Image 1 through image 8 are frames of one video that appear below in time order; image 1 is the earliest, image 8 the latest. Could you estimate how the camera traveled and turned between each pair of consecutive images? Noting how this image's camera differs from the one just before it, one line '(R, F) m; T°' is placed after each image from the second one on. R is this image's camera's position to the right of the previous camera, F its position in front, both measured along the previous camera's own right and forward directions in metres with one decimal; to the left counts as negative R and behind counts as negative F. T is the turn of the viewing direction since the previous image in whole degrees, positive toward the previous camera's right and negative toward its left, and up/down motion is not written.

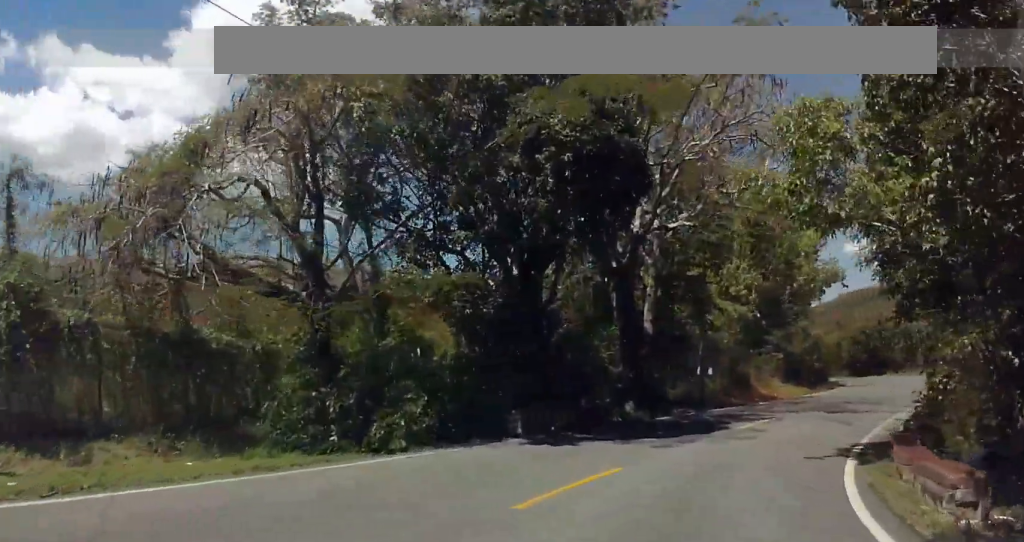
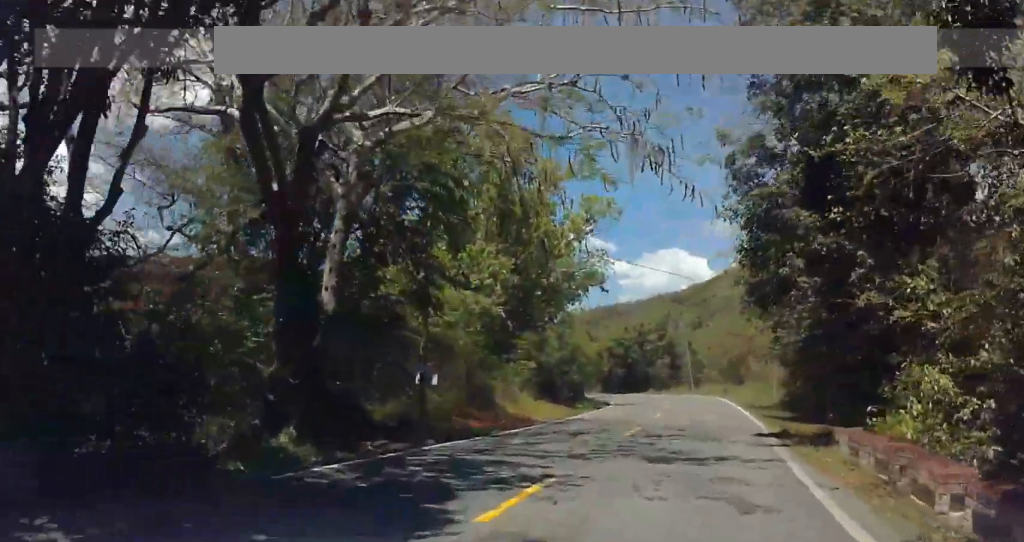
(+1.5, +11.7) m; +18°
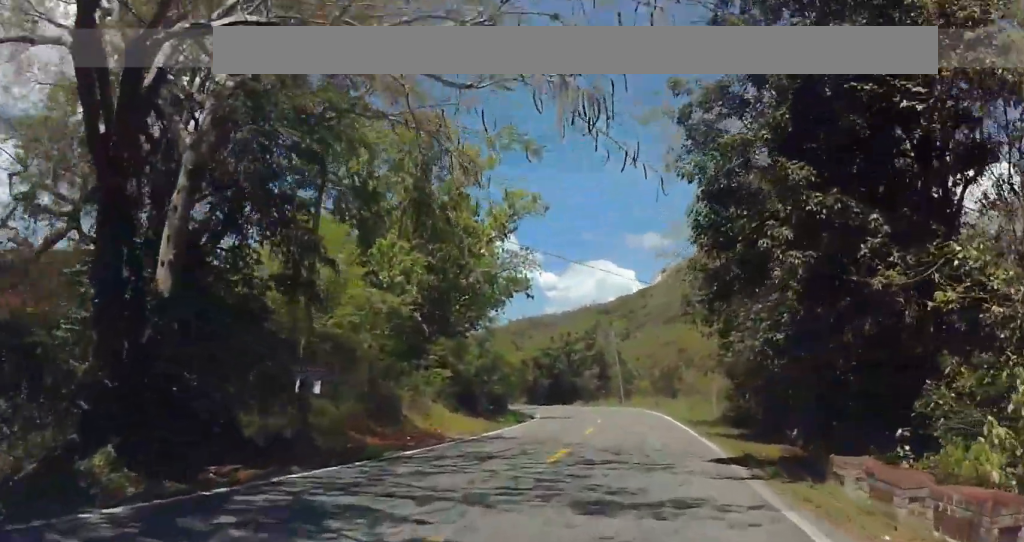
(+0.7, +4.2) m; +4°
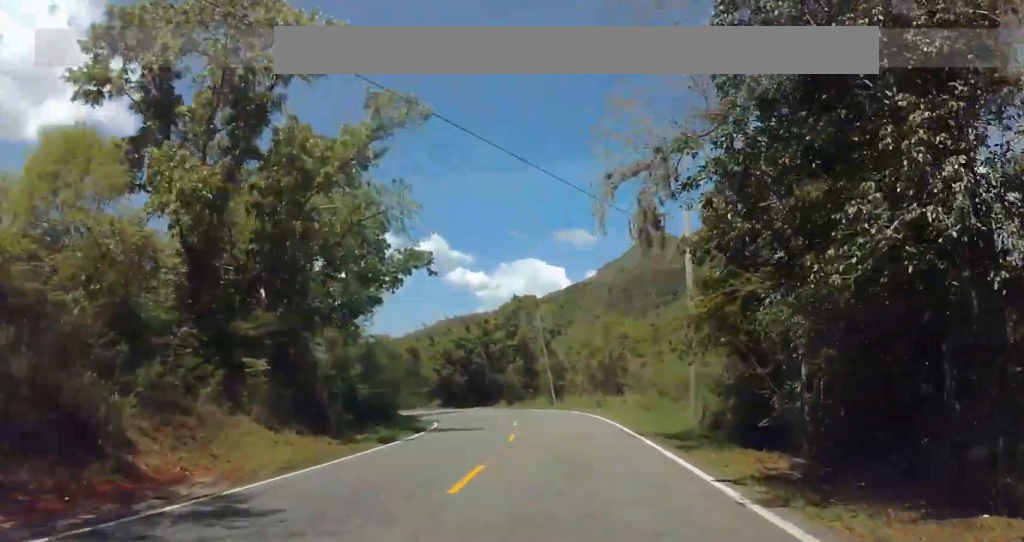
(+1.8, +15.8) m; +8°
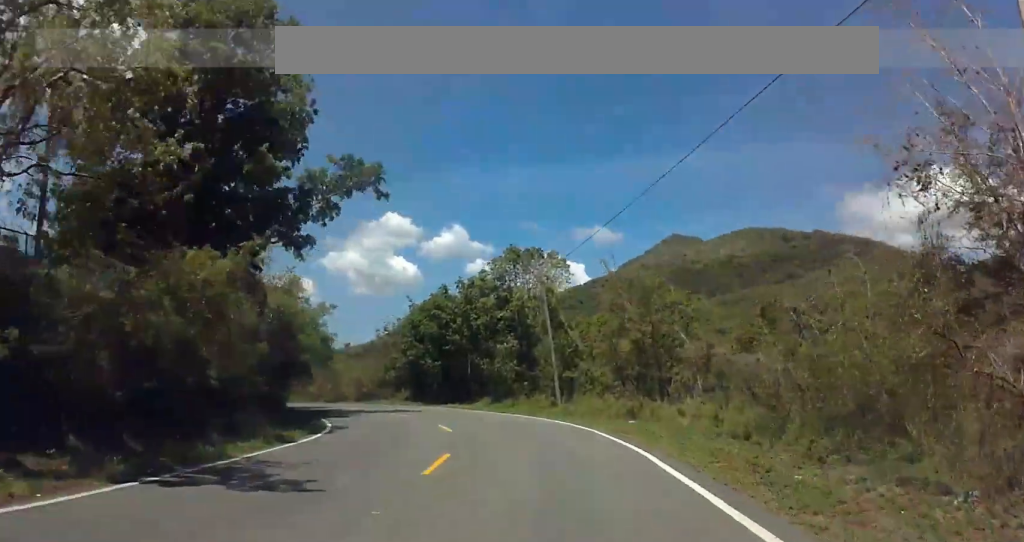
(-0.5, +22.1) m; -4°
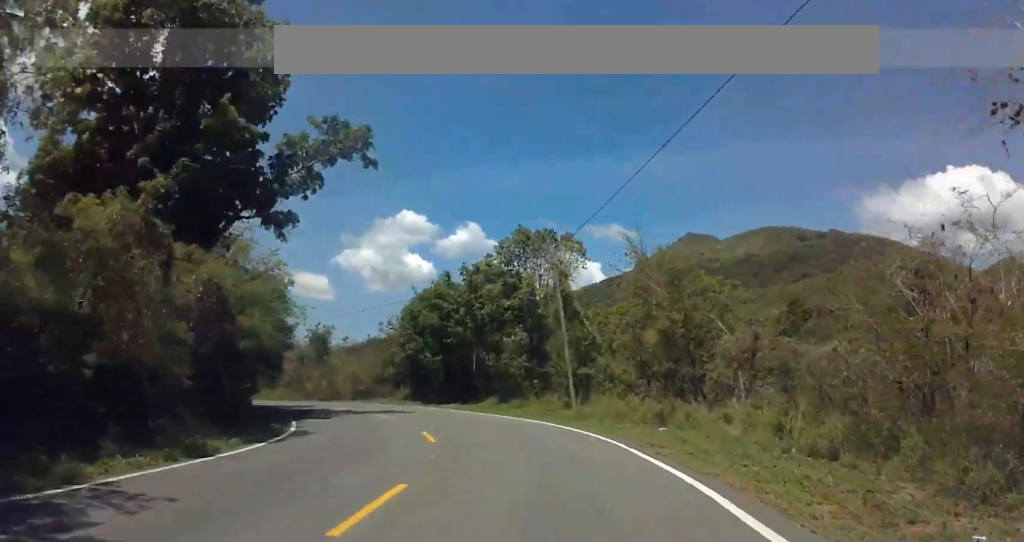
(-0.3, +5.1) m; -1°
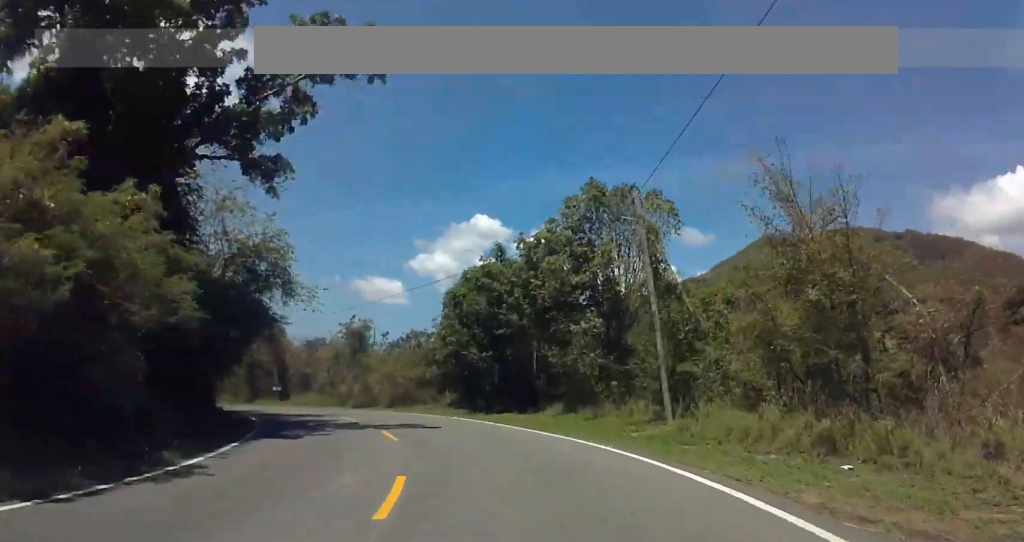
(+0.3, +10.9) m; +3°
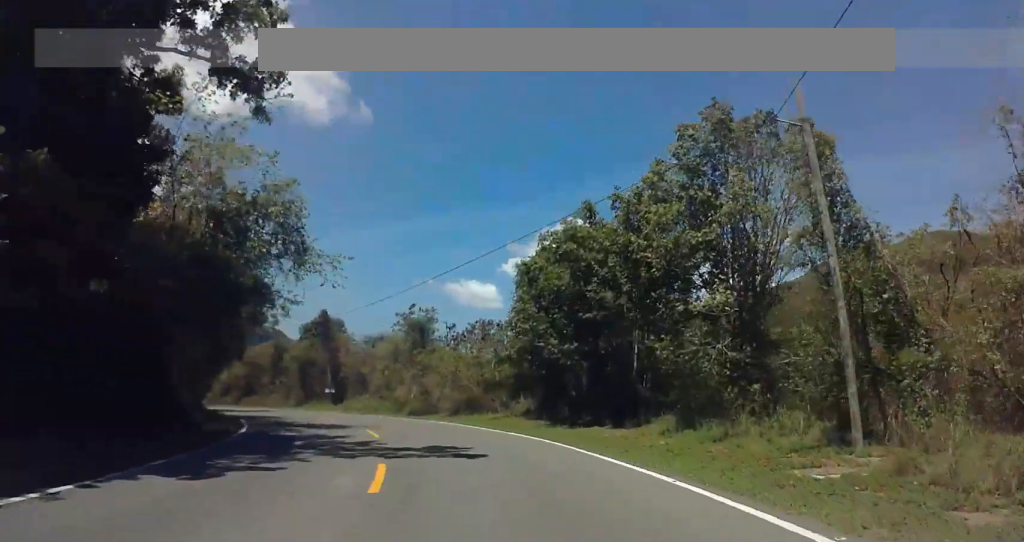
(+0.3, +10.1) m; +7°
